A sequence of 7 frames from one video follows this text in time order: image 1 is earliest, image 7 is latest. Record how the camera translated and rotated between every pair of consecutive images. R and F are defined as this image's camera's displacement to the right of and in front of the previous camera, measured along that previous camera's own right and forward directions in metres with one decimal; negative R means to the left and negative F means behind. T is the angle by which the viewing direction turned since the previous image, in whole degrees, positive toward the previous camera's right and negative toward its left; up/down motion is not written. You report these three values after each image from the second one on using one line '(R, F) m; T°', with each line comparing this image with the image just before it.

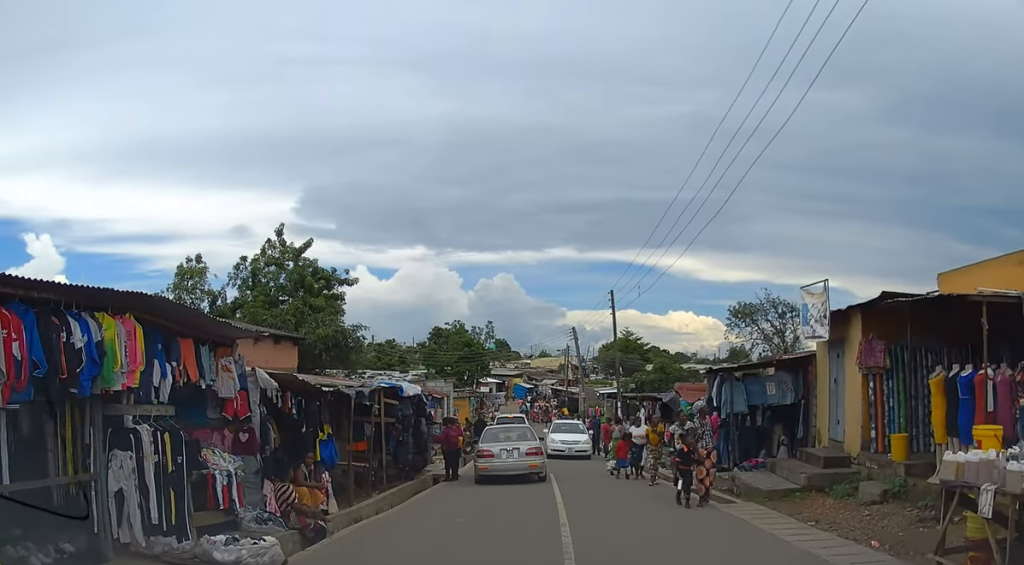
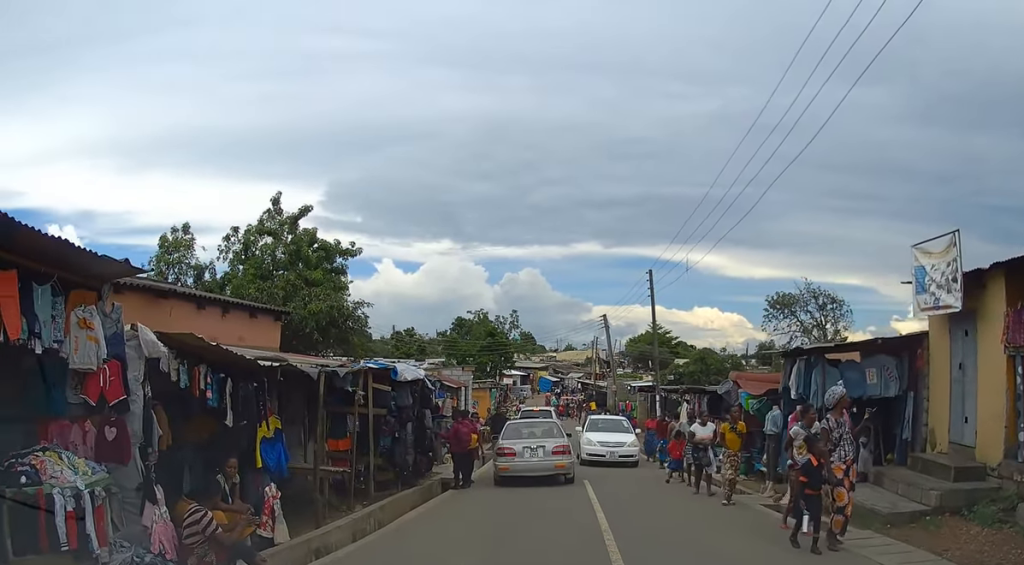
(0.0, +3.4) m; -1°
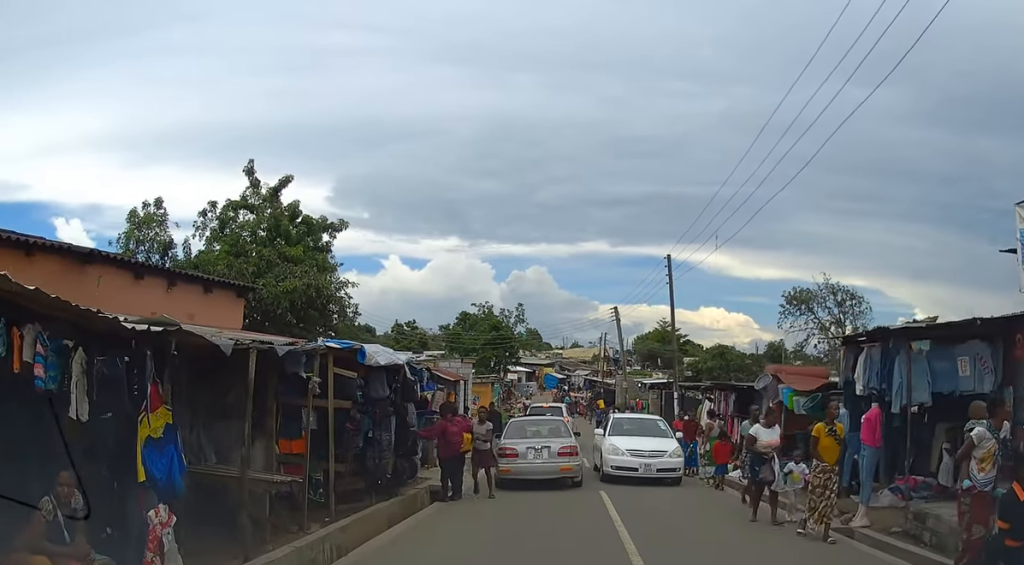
(+0.1, +2.8) m; -1°
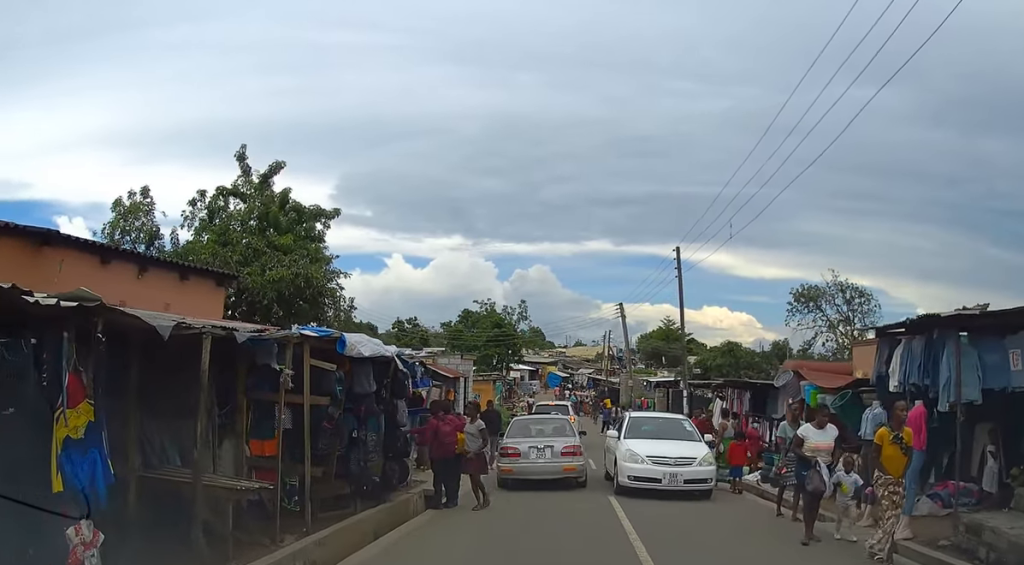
(0.0, +1.2) m; -2°
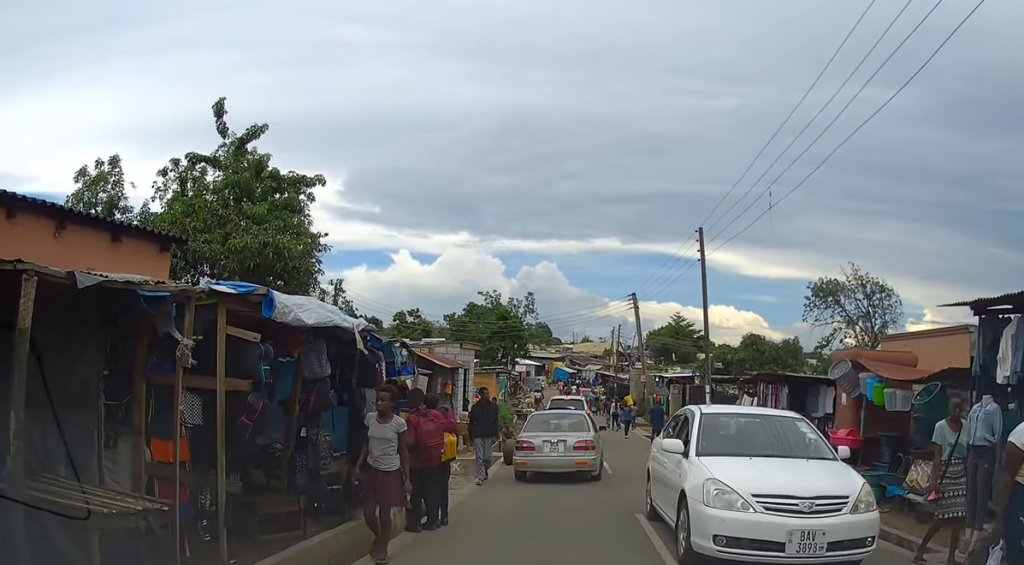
(-0.1, +2.6) m; -3°
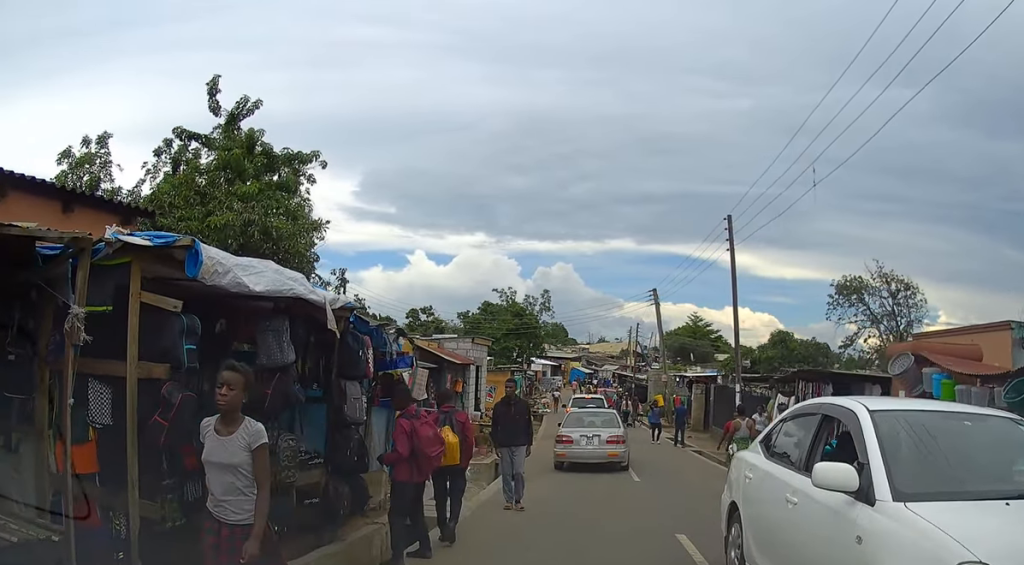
(+0.4, +1.7) m; 0°
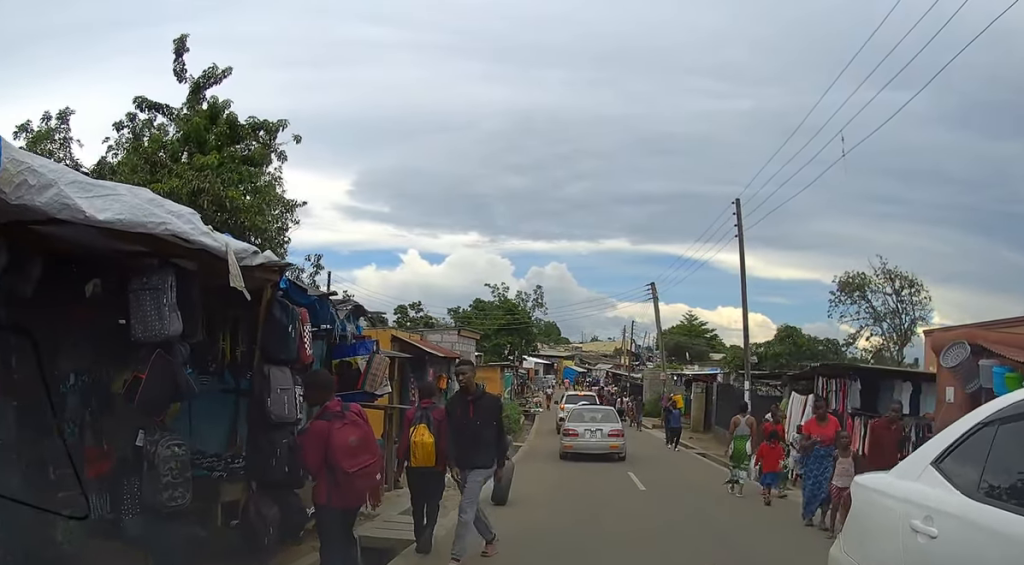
(0.0, +1.8) m; 0°
